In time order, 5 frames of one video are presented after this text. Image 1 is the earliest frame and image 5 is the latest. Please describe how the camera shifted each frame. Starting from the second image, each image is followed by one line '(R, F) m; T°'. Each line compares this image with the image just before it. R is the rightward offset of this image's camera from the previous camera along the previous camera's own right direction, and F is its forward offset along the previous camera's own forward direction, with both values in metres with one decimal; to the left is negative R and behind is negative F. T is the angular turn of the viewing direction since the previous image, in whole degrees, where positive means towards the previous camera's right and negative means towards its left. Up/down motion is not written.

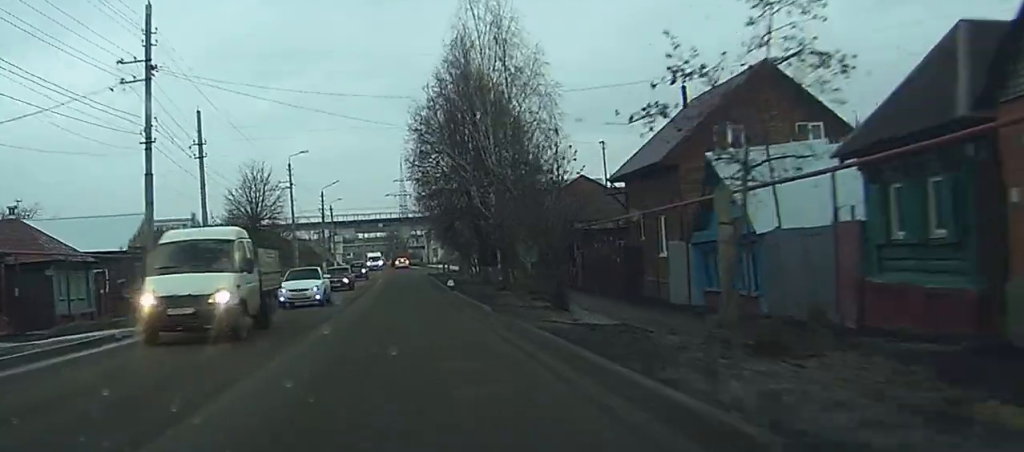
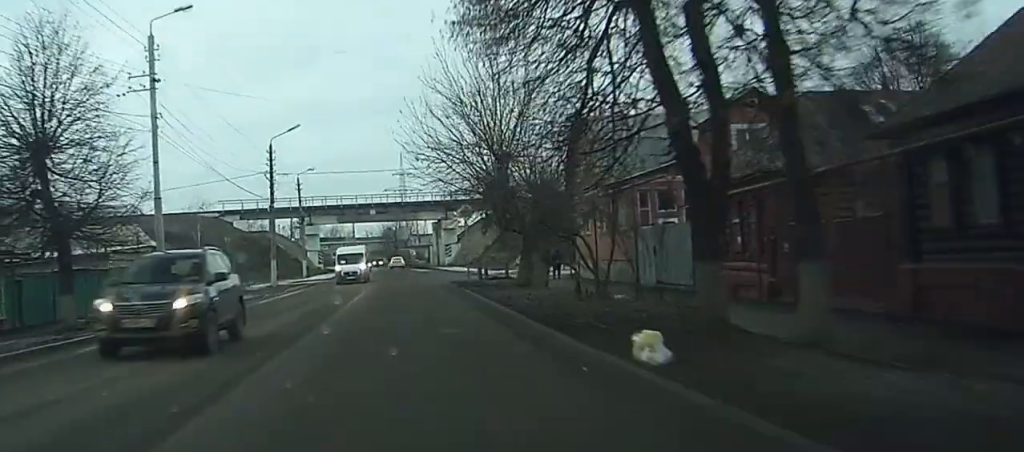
(-0.5, +40.0) m; -1°
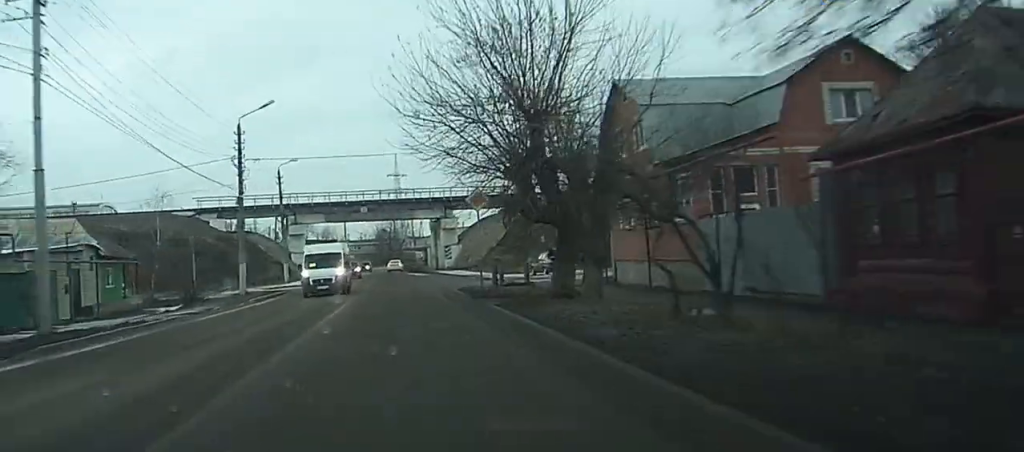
(0.0, +9.9) m; +1°
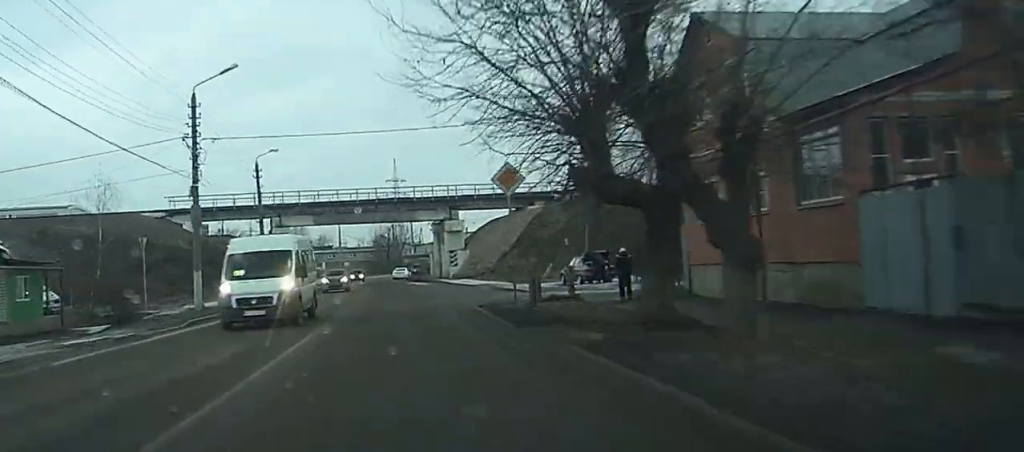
(+0.1, +10.7) m; 0°
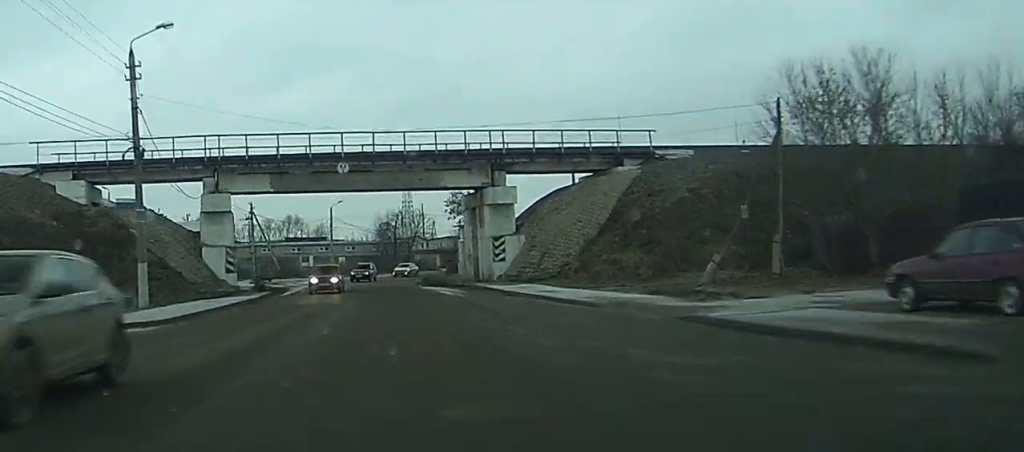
(0.0, +31.3) m; 0°
